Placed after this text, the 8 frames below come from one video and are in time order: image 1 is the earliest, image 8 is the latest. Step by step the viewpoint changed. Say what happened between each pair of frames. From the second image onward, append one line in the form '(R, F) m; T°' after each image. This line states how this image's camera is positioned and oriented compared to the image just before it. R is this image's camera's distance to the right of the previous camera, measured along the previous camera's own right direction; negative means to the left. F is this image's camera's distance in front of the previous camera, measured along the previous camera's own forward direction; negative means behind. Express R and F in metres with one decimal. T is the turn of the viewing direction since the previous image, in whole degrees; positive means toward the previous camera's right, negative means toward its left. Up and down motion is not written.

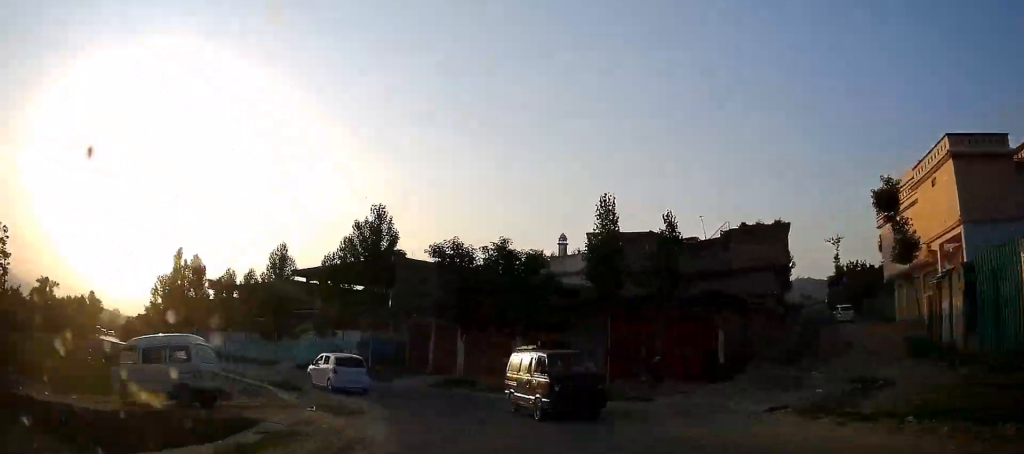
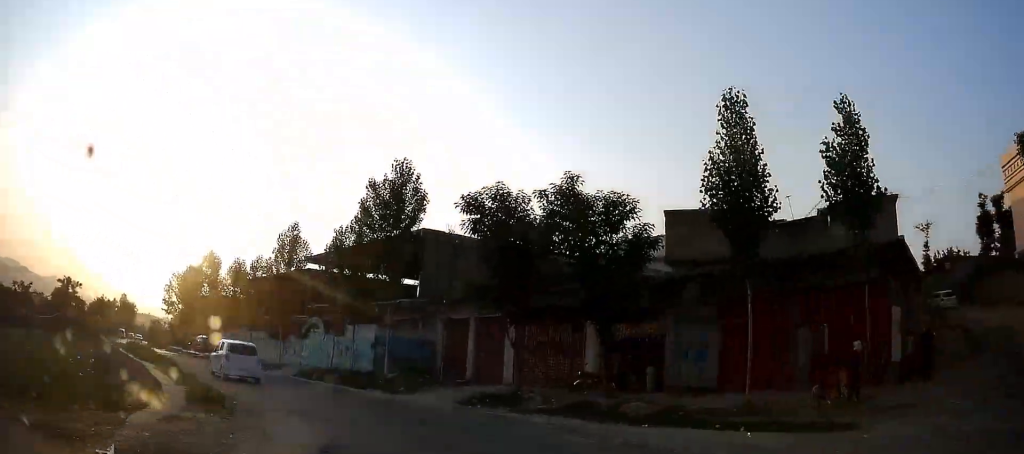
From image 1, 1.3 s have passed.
(0.0, +10.2) m; -9°
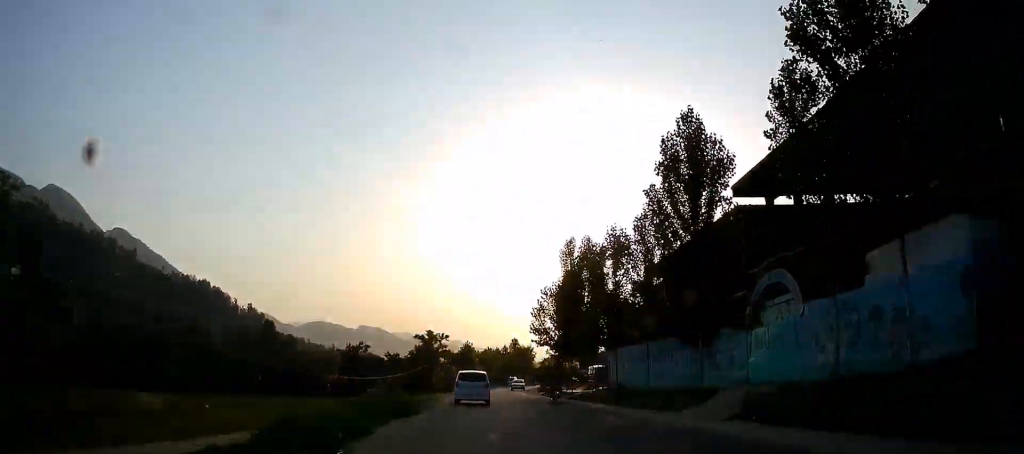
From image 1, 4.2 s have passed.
(-5.6, +19.7) m; -30°
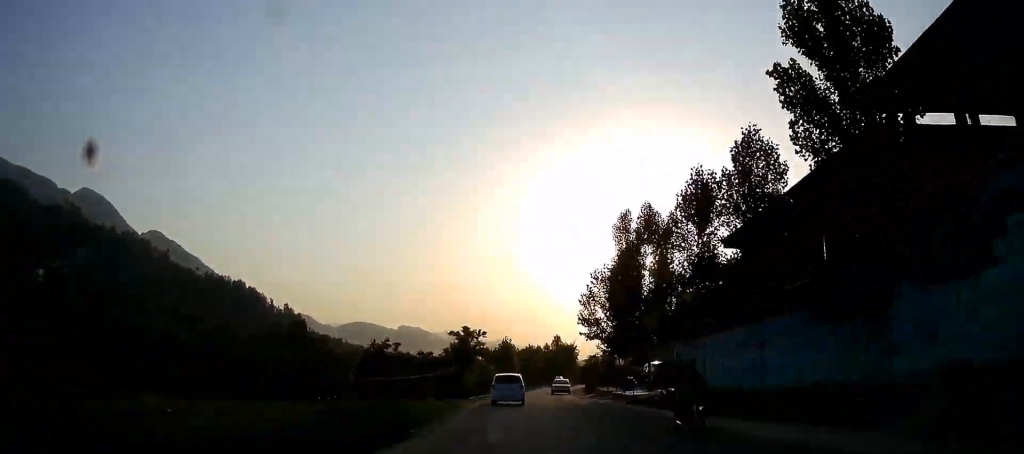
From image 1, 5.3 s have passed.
(-0.8, +7.8) m; -10°
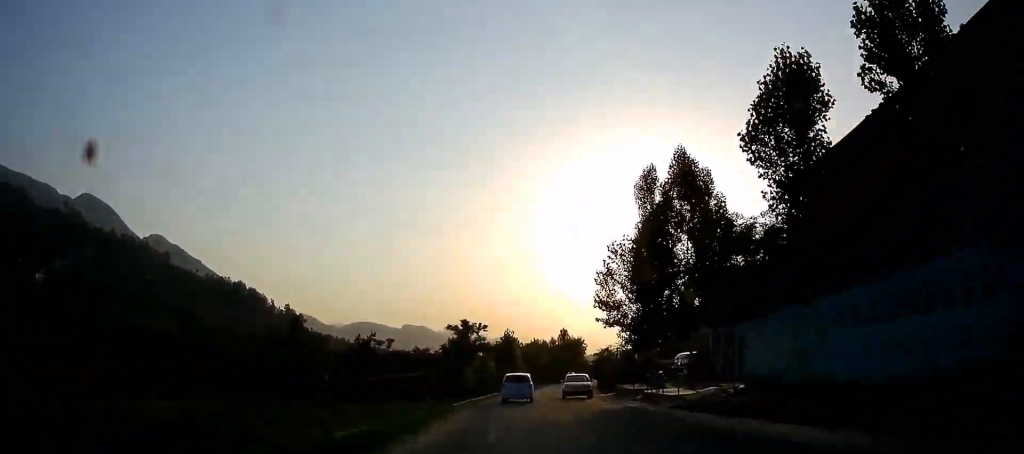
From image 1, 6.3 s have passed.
(-0.8, +8.1) m; -4°
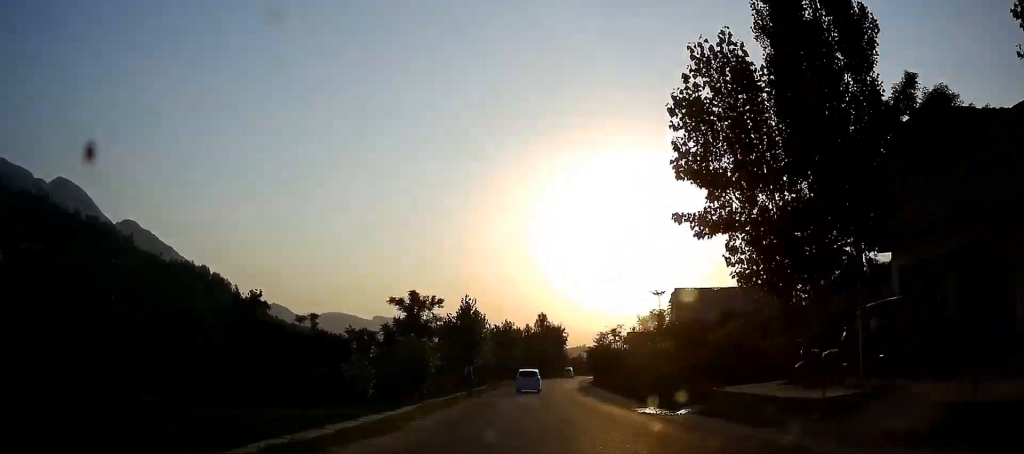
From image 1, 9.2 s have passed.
(-0.9, +23.2) m; +1°
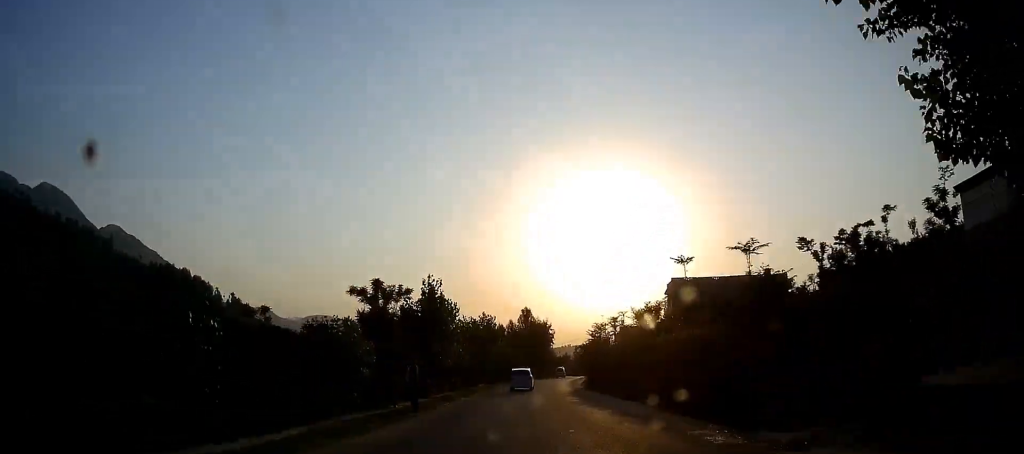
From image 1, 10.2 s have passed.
(+0.3, +8.9) m; +2°
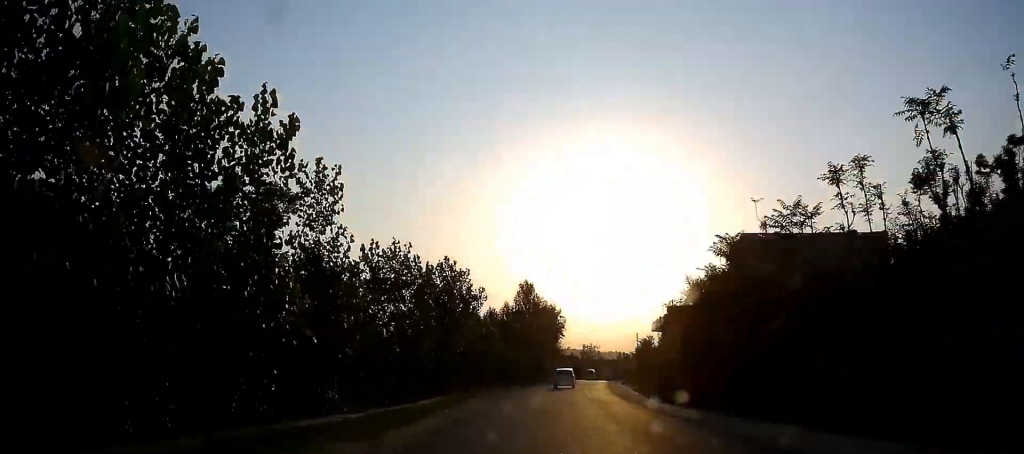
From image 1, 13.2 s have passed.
(+0.8, +28.9) m; +2°
